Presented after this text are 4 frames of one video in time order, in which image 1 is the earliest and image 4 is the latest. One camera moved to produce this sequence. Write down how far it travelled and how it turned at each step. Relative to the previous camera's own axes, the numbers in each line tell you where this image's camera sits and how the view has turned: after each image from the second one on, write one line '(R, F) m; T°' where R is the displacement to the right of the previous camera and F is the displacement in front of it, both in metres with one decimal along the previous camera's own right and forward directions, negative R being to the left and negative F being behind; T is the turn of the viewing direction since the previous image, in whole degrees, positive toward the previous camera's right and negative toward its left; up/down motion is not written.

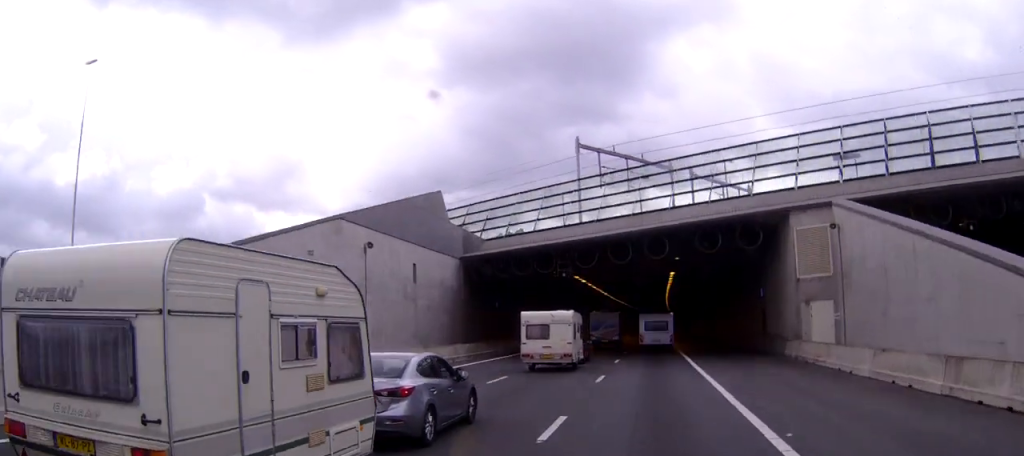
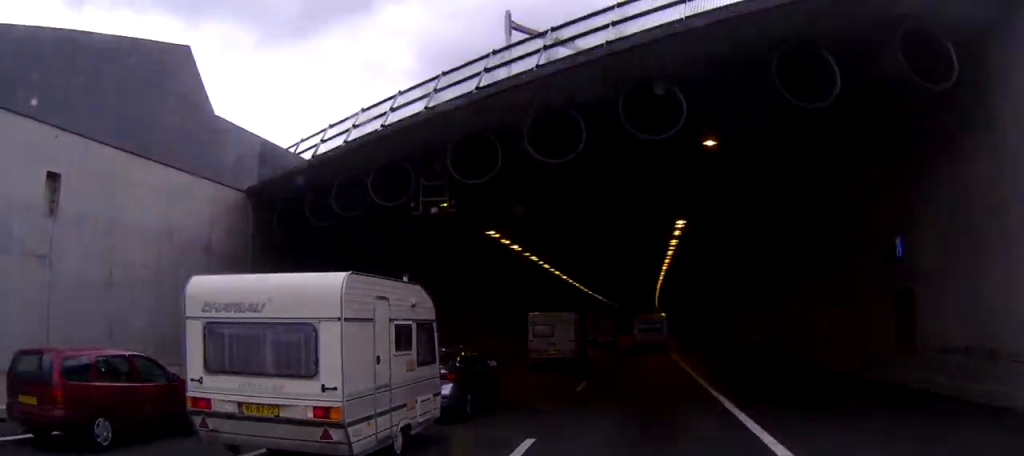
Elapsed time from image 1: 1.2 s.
(+0.2, +26.8) m; +1°
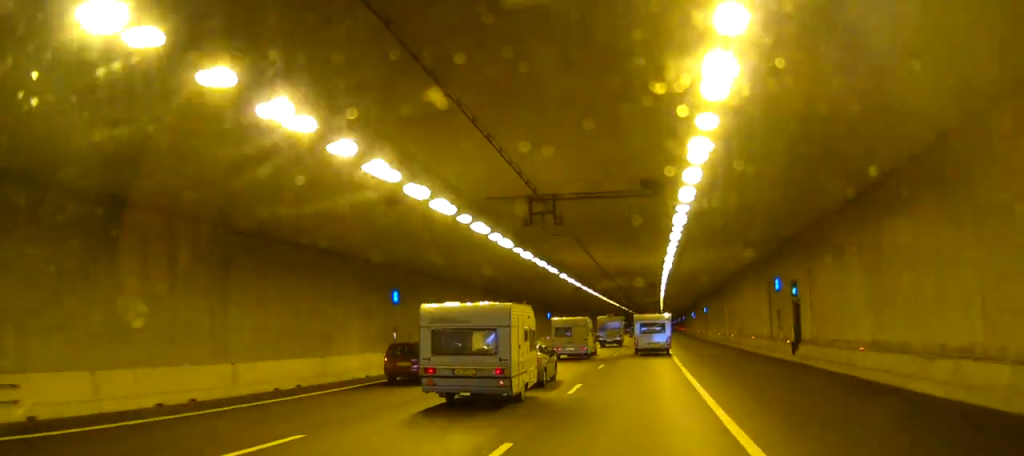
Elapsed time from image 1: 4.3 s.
(-0.5, +67.6) m; +2°
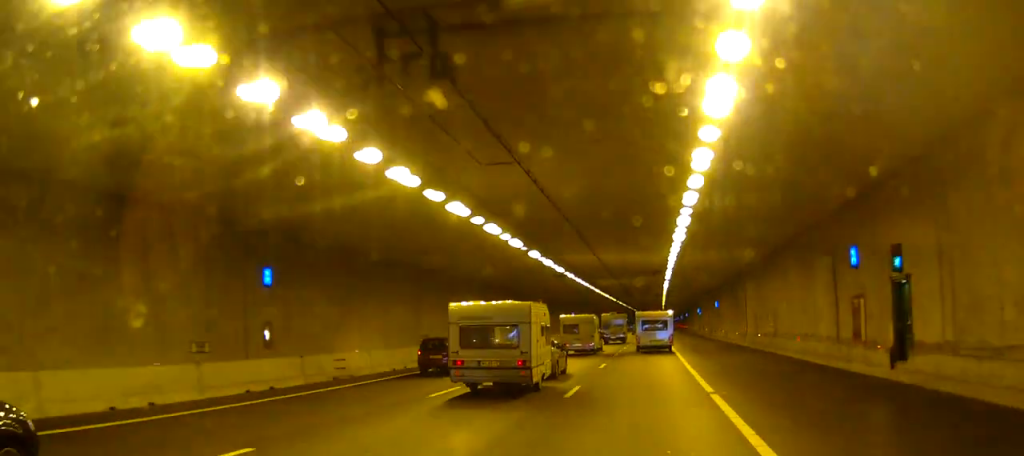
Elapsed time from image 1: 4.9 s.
(-0.1, +12.3) m; 0°
